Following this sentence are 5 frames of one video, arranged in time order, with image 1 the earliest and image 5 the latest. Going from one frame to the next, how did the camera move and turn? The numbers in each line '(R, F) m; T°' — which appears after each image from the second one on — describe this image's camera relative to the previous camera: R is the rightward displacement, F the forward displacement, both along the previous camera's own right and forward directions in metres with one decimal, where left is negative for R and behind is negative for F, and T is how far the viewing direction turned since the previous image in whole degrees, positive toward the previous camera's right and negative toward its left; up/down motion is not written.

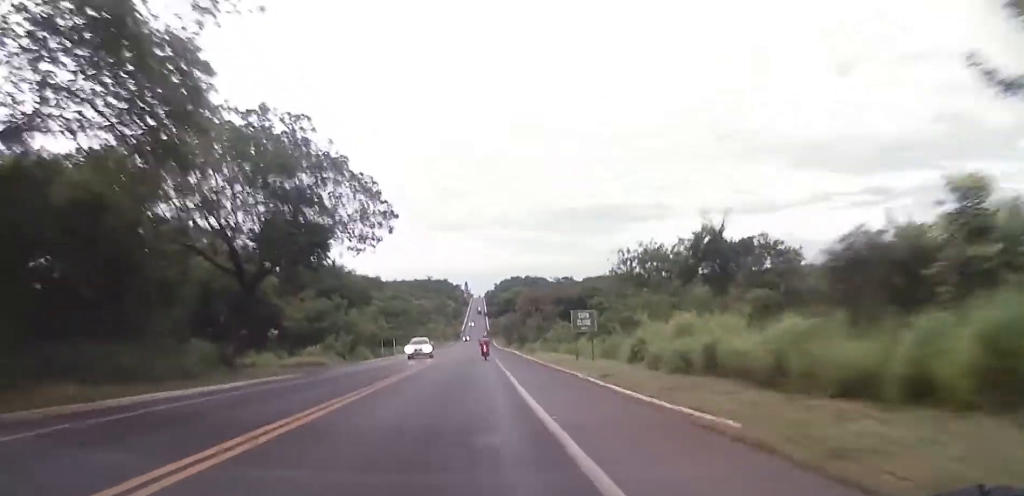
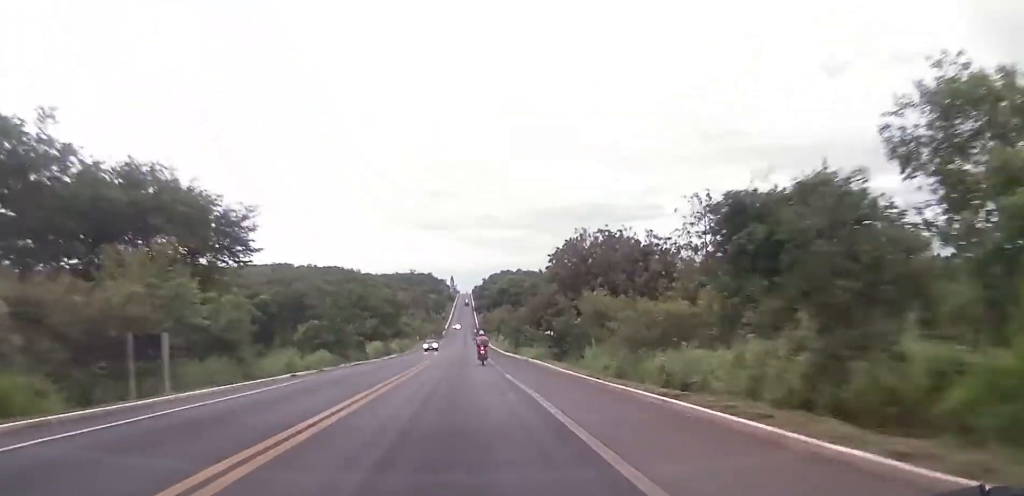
(+1.1, +55.6) m; +2°
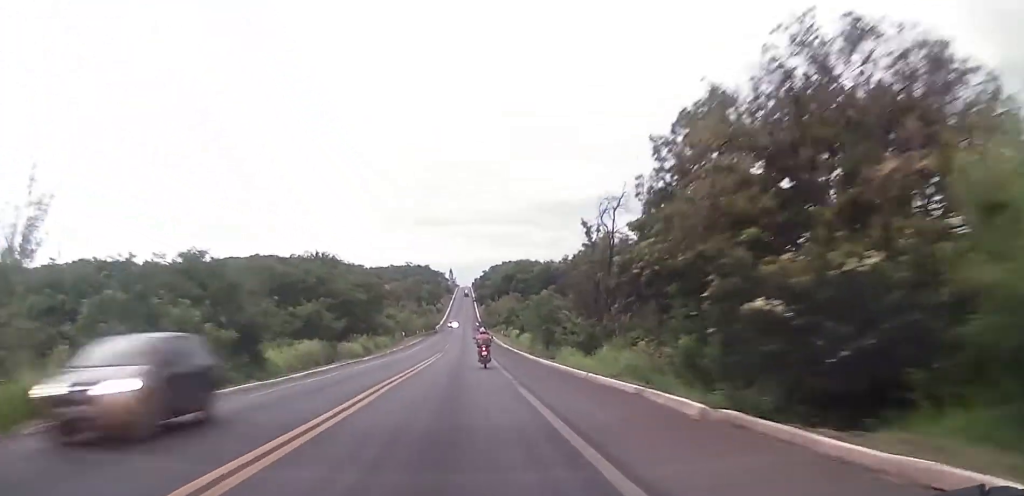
(+0.1, +35.8) m; 0°
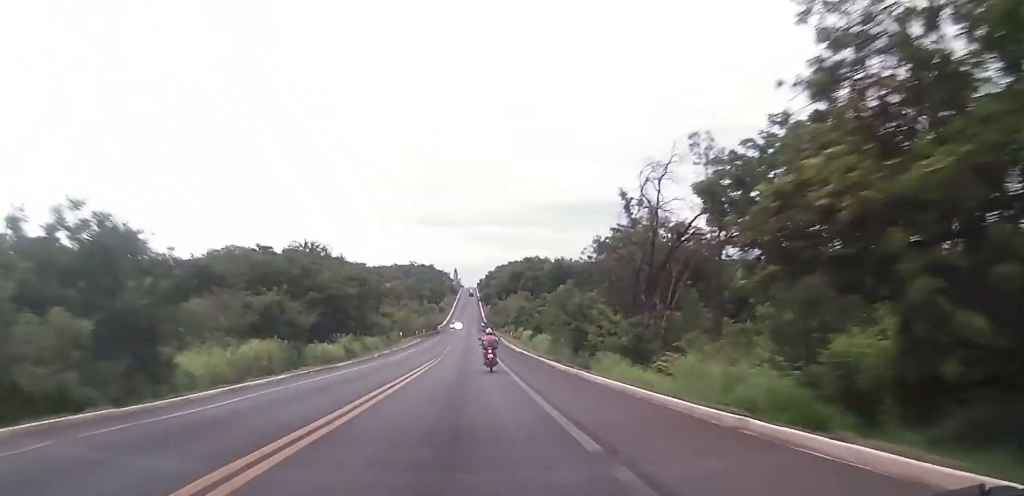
(+0.1, +12.5) m; 0°
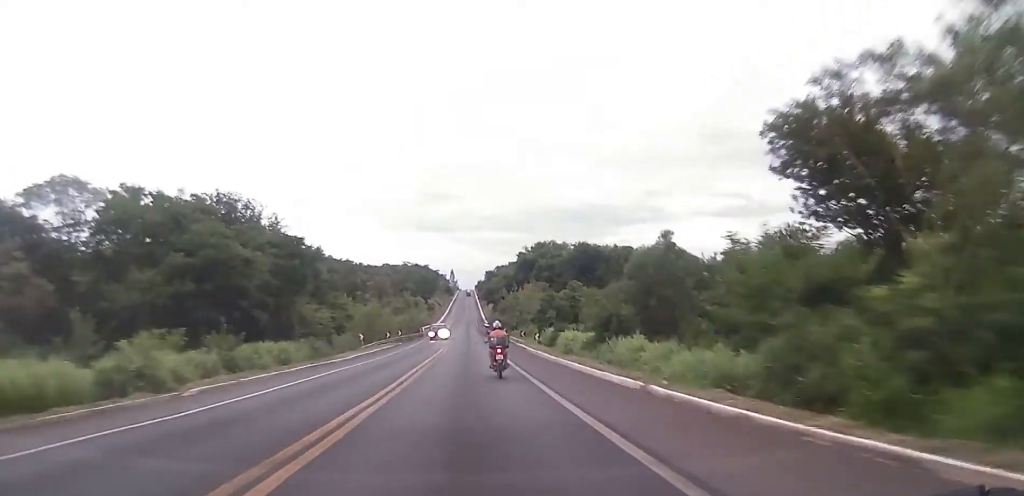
(-0.2, +39.7) m; -1°
